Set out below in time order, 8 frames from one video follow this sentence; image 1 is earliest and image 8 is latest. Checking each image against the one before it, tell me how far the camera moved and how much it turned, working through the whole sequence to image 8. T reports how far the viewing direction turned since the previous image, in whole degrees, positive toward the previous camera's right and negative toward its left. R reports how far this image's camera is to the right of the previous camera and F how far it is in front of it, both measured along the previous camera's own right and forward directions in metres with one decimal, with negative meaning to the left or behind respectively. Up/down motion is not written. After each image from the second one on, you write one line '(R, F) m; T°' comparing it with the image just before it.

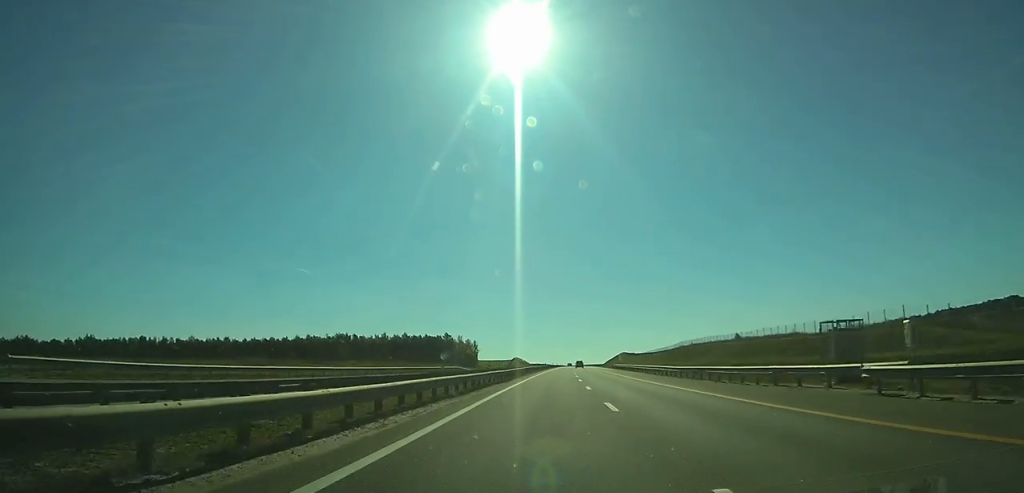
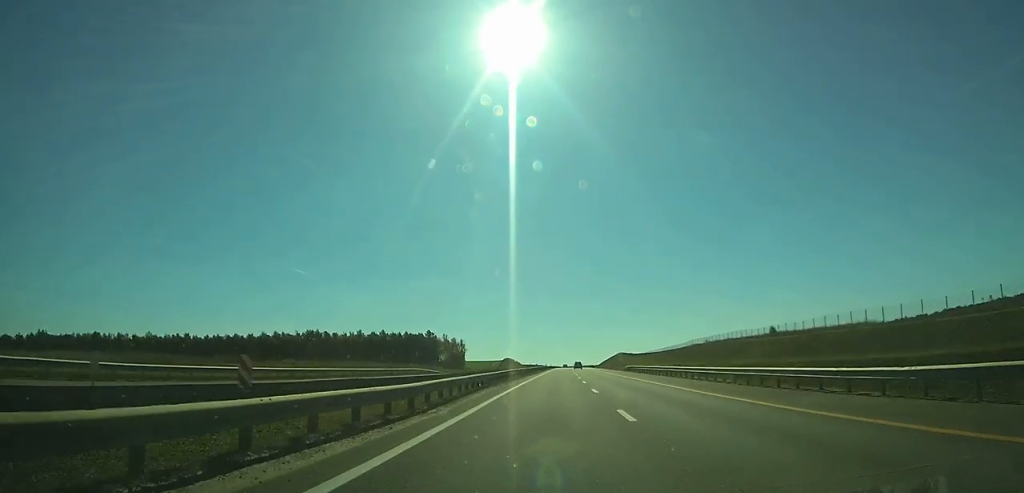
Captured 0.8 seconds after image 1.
(0.0, +26.0) m; 0°
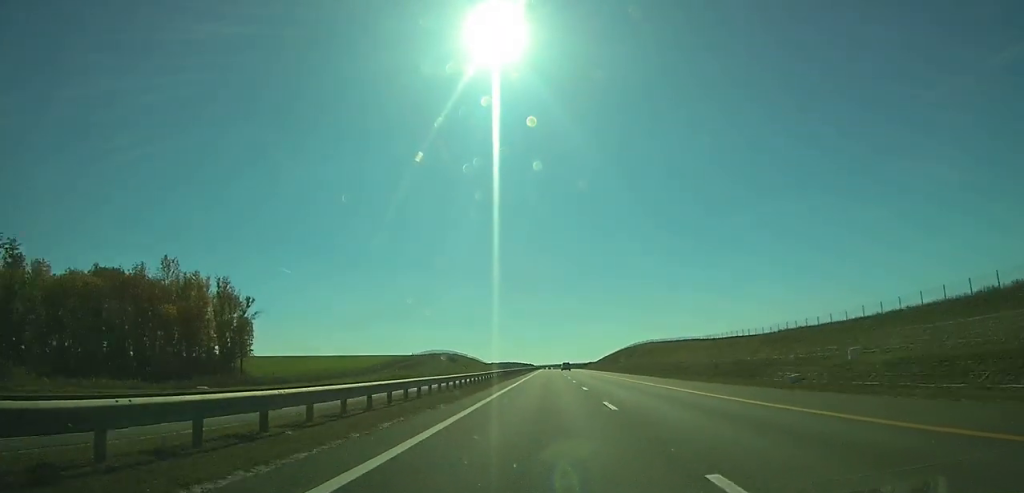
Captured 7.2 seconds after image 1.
(+5.6, +210.9) m; +2°
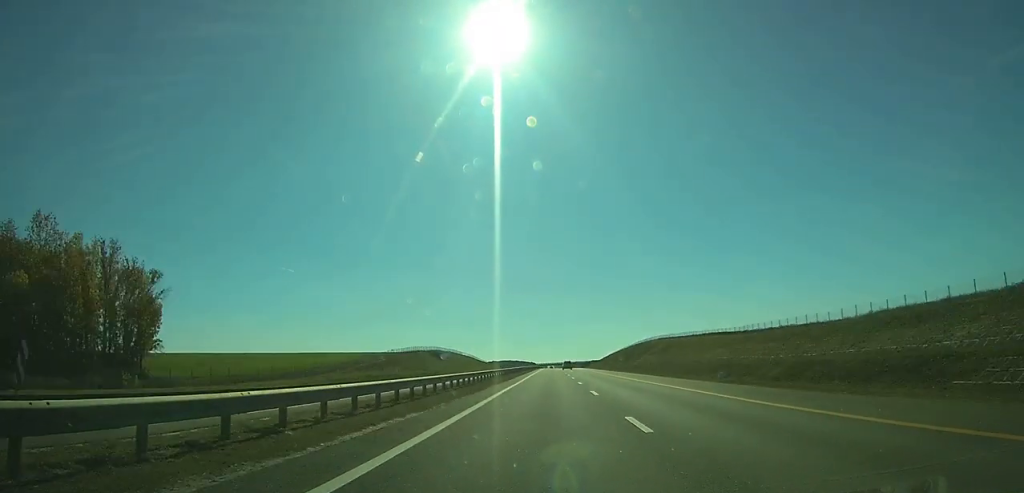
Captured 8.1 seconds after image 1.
(+0.1, +28.9) m; 0°
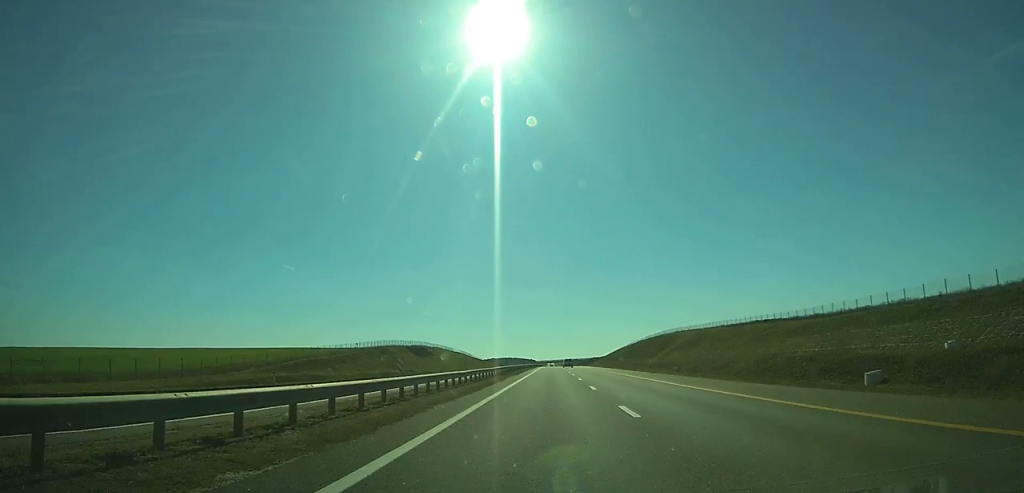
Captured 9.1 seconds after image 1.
(0.0, +33.5) m; 0°
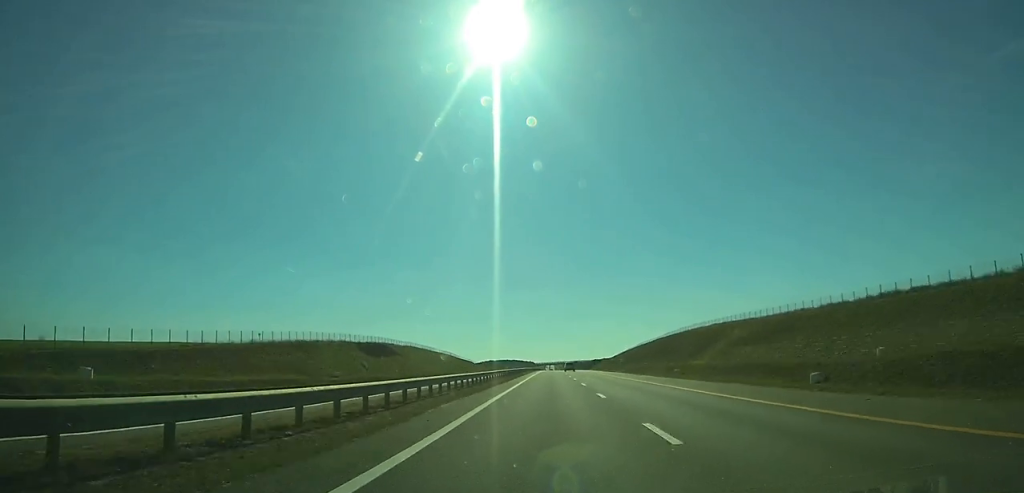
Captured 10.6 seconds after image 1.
(-0.1, +51.5) m; 0°
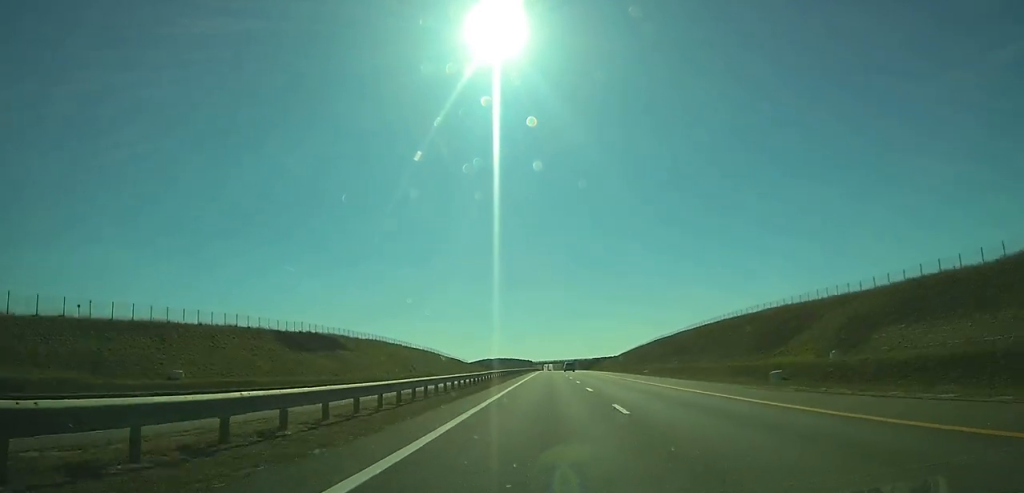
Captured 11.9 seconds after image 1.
(+0.1, +42.8) m; 0°
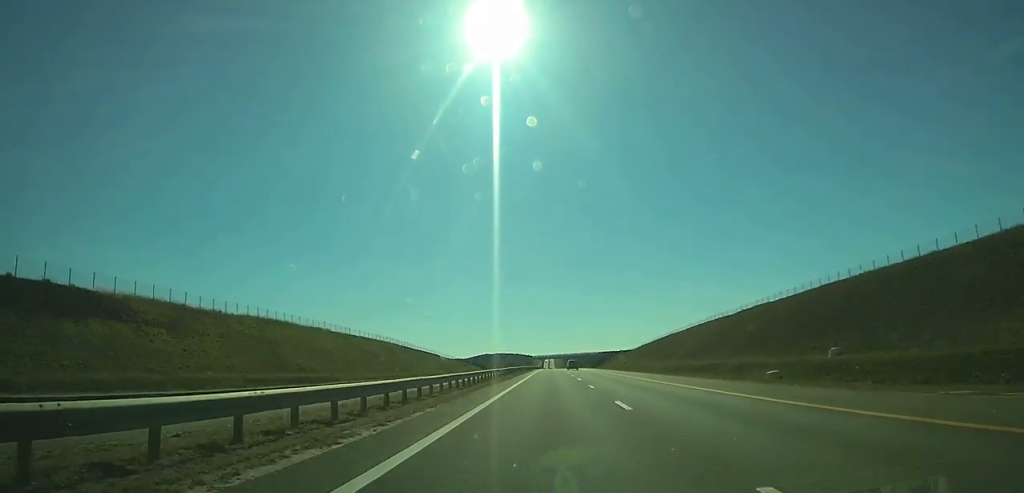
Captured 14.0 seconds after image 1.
(-0.1, +72.2) m; 0°
